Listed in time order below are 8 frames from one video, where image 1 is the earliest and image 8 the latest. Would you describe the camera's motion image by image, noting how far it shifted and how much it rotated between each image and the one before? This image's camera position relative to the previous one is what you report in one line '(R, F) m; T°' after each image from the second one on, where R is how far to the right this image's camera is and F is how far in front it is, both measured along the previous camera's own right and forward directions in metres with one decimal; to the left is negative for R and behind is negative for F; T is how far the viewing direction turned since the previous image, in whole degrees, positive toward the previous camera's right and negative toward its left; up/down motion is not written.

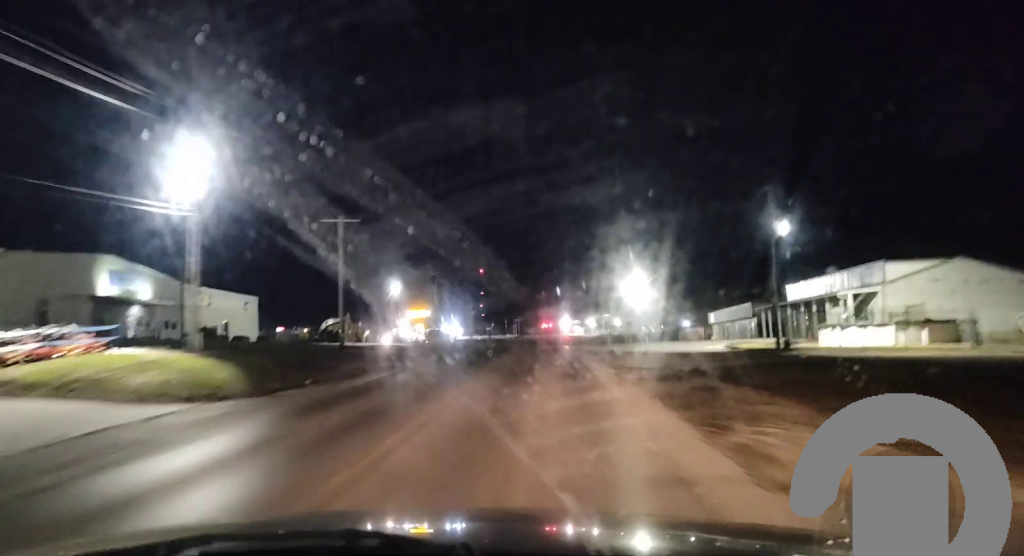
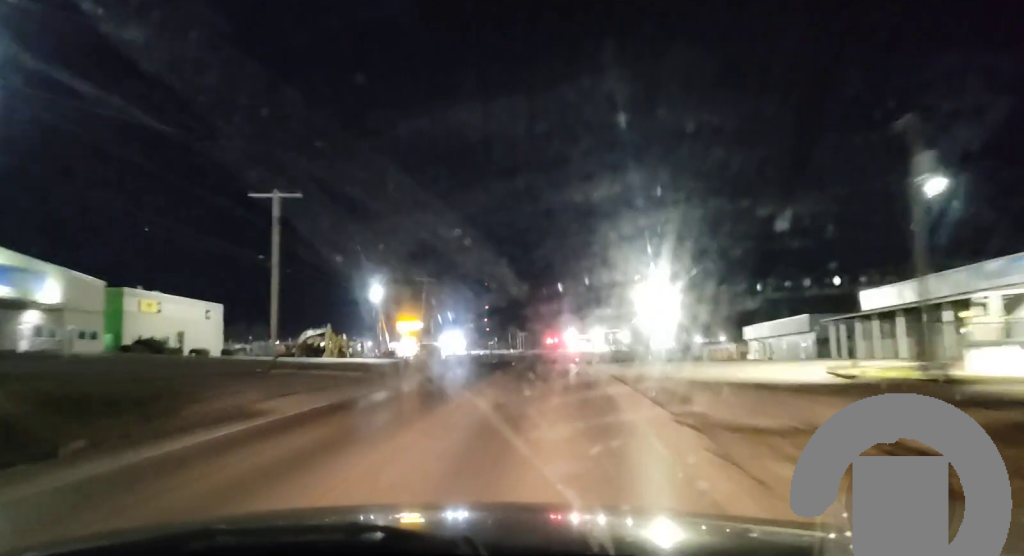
(0.0, +17.7) m; 0°
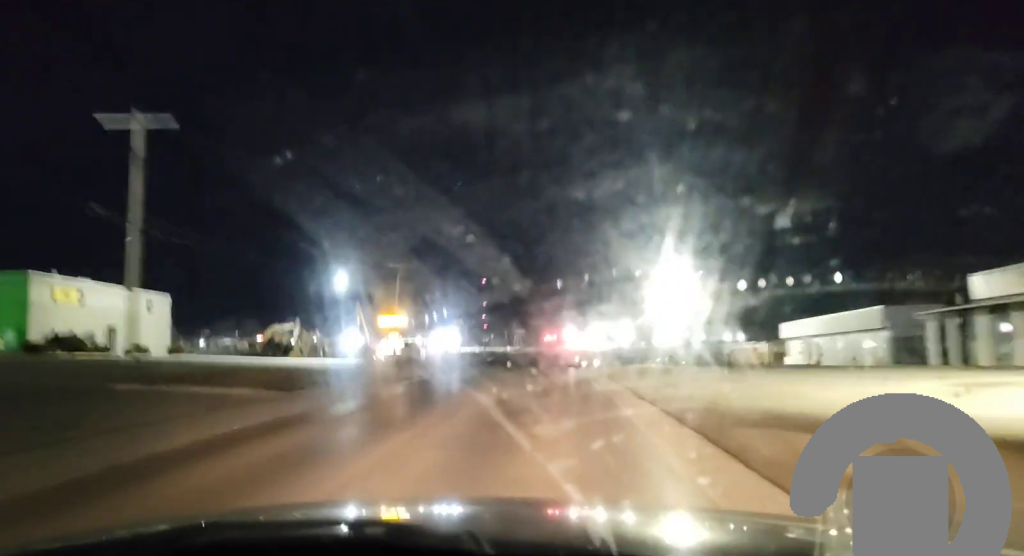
(0.0, +15.8) m; 0°
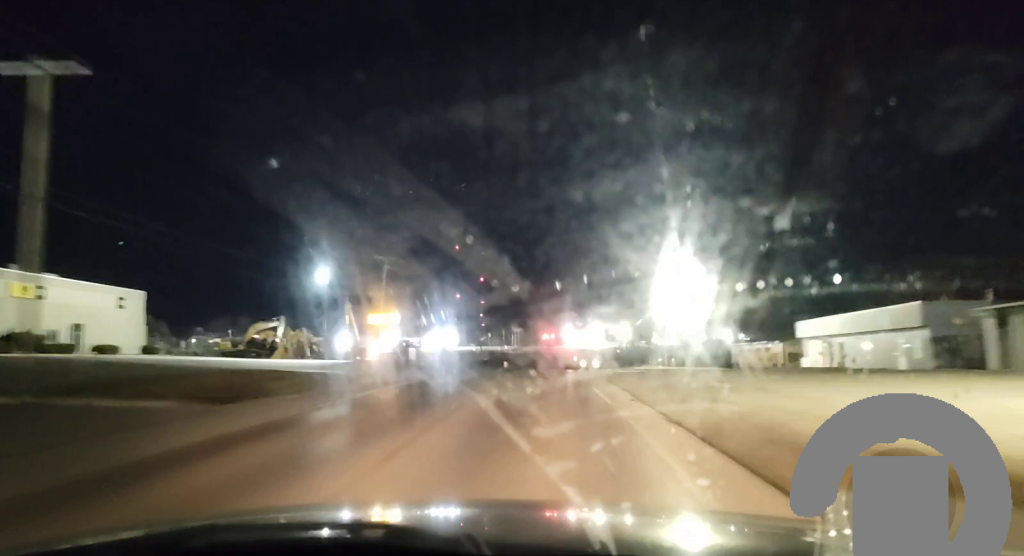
(0.0, +7.0) m; 0°
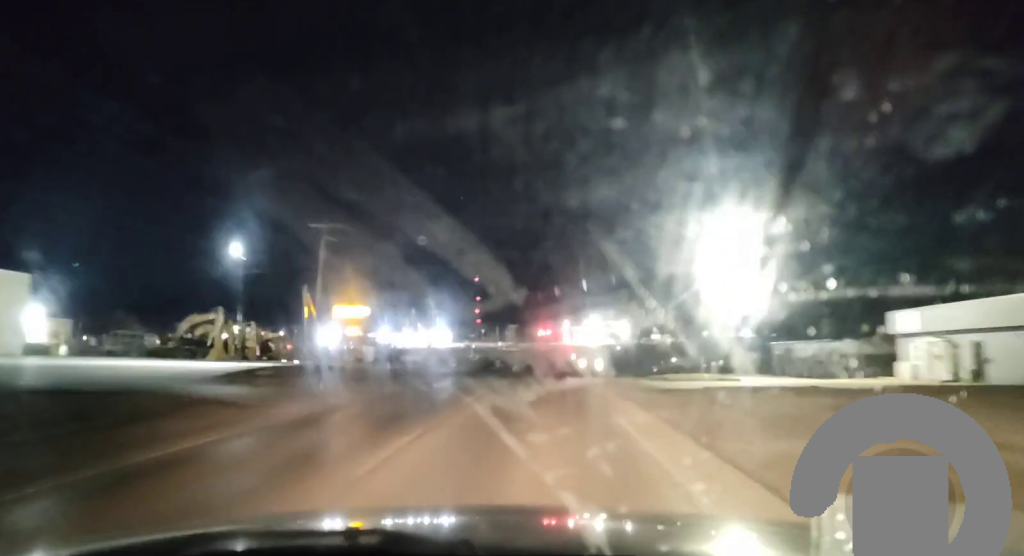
(0.0, +20.9) m; 0°
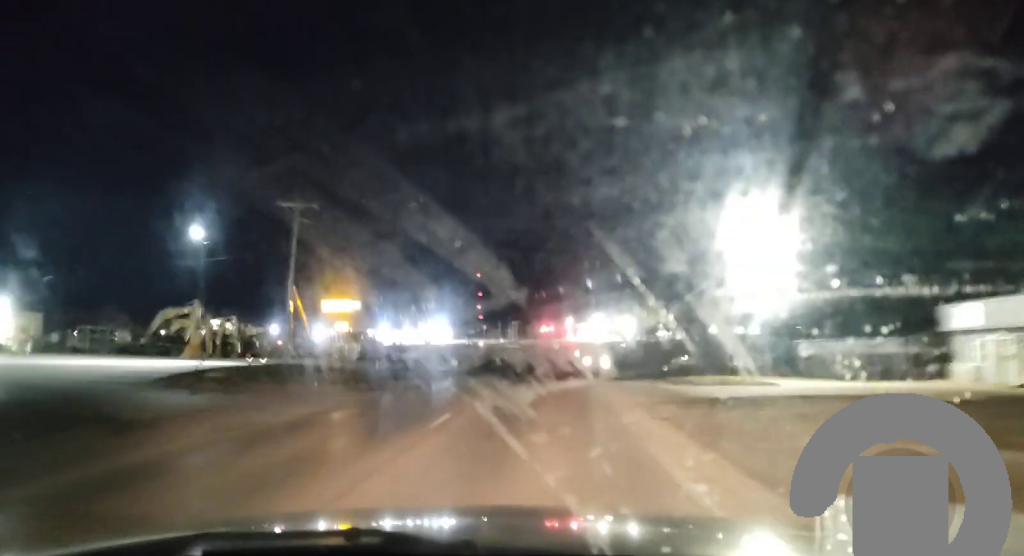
(+0.1, +6.1) m; 0°
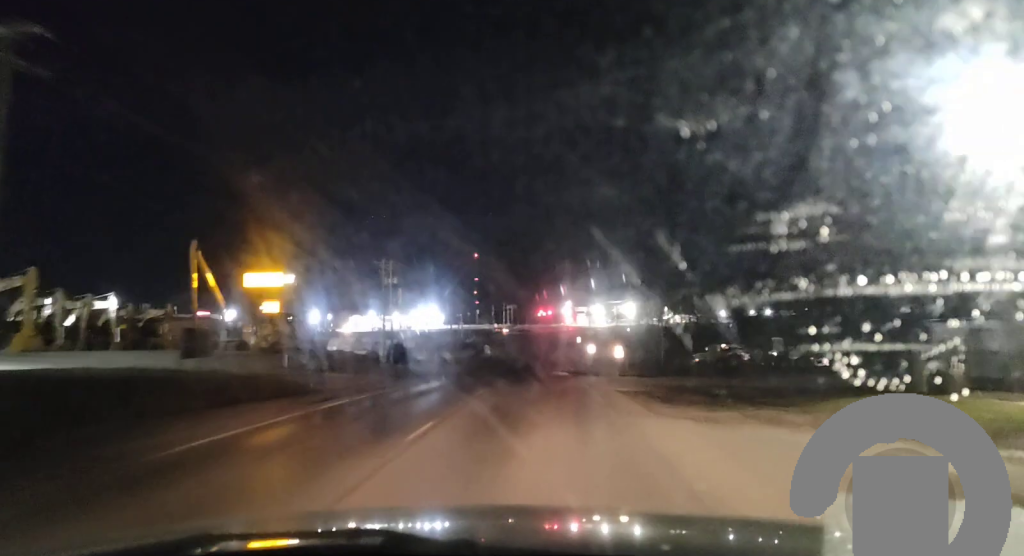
(0.0, +26.8) m; 0°
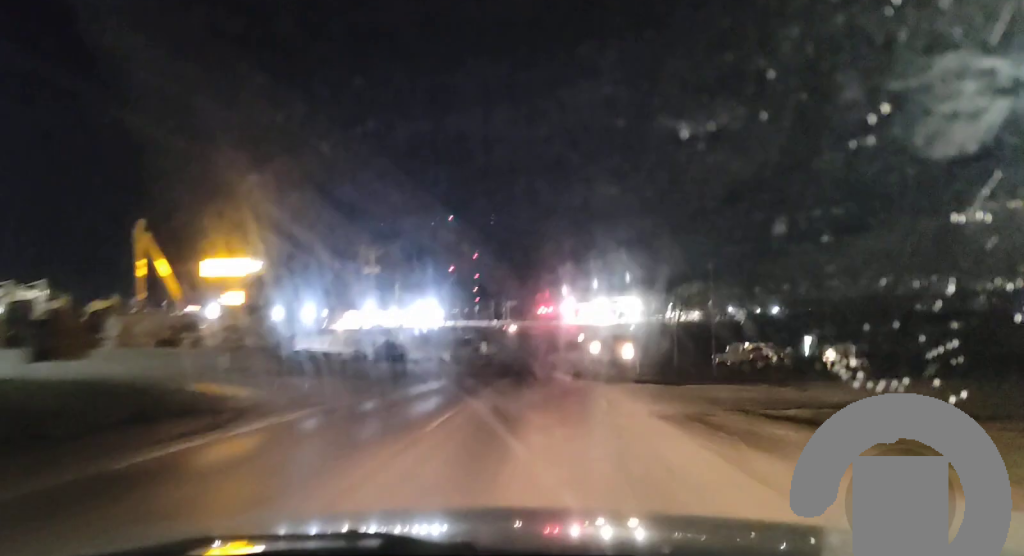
(+0.1, +10.3) m; 0°
